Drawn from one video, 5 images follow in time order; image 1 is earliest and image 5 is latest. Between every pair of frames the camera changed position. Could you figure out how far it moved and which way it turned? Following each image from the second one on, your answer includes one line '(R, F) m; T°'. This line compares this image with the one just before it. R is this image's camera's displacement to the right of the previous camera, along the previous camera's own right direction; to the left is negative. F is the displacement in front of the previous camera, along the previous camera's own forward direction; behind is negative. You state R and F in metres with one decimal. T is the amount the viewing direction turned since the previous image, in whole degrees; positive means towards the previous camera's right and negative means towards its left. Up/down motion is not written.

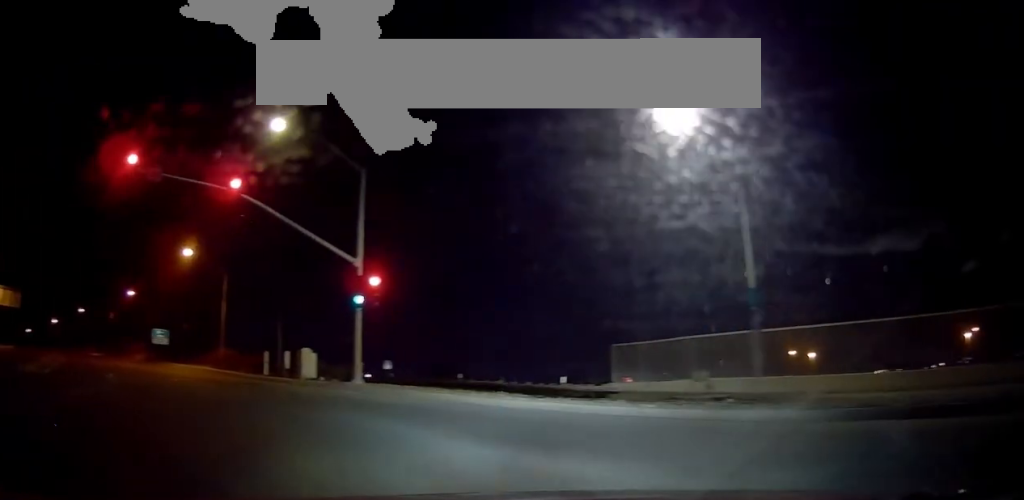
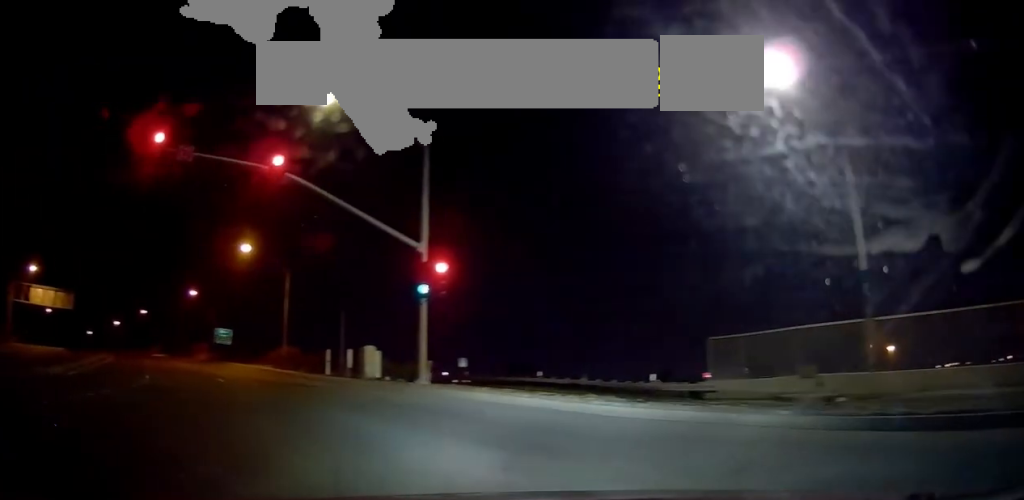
(+0.2, +2.7) m; -6°
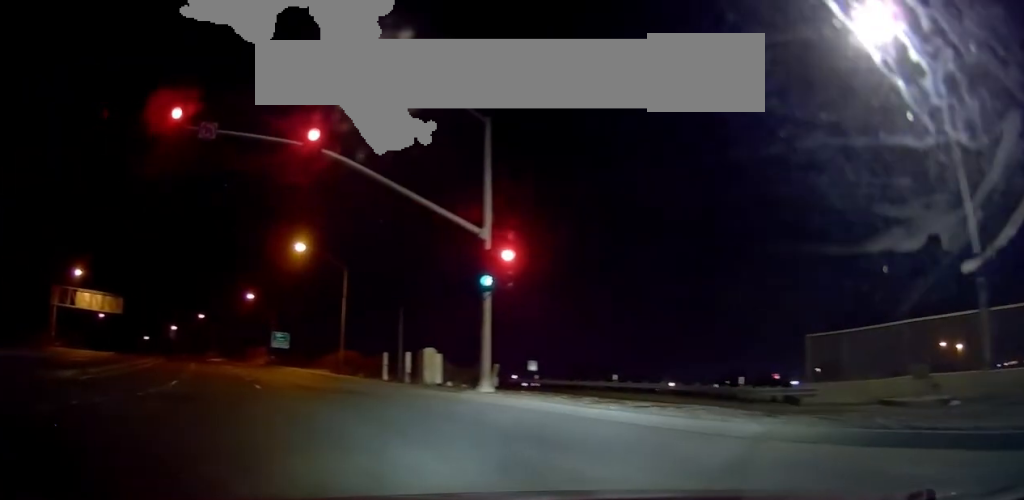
(-0.4, +2.6) m; -9°
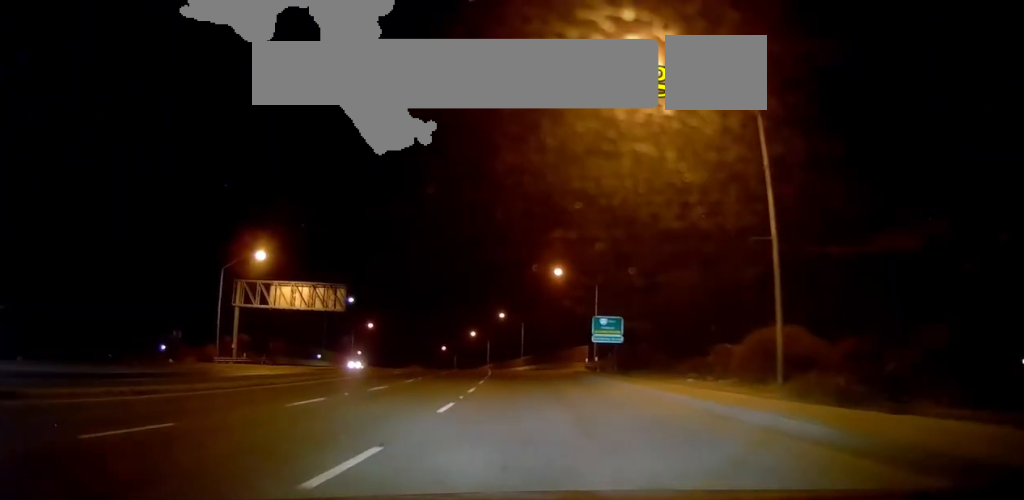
(-15.7, +21.7) m; -55°
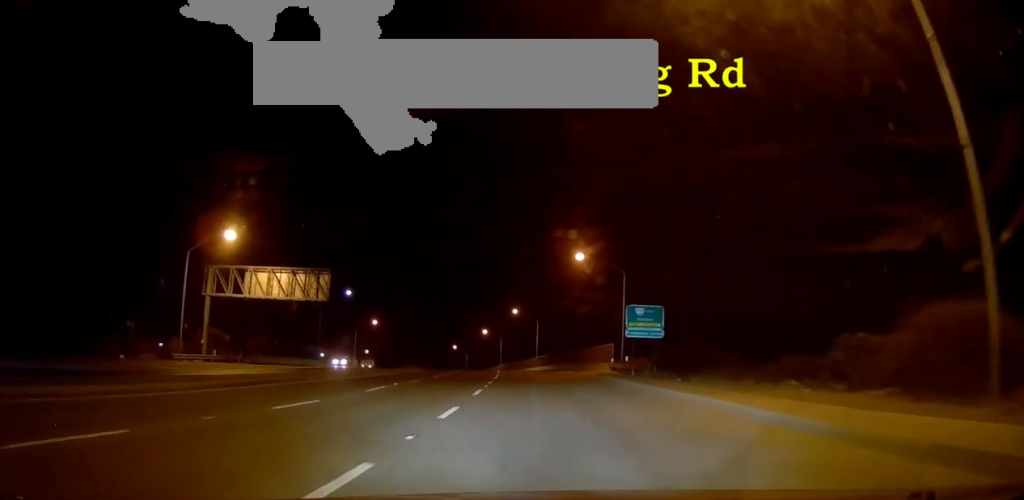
(-0.2, +8.2) m; -1°
